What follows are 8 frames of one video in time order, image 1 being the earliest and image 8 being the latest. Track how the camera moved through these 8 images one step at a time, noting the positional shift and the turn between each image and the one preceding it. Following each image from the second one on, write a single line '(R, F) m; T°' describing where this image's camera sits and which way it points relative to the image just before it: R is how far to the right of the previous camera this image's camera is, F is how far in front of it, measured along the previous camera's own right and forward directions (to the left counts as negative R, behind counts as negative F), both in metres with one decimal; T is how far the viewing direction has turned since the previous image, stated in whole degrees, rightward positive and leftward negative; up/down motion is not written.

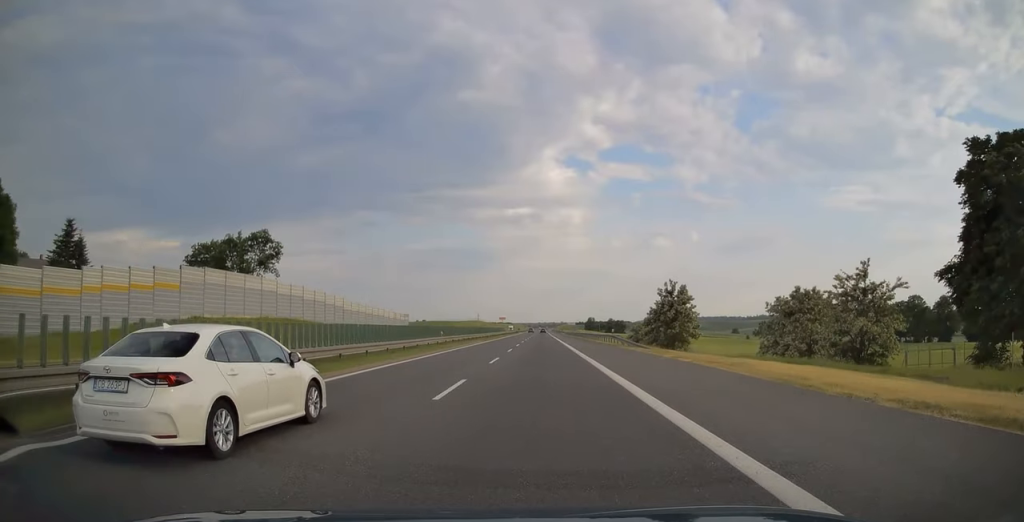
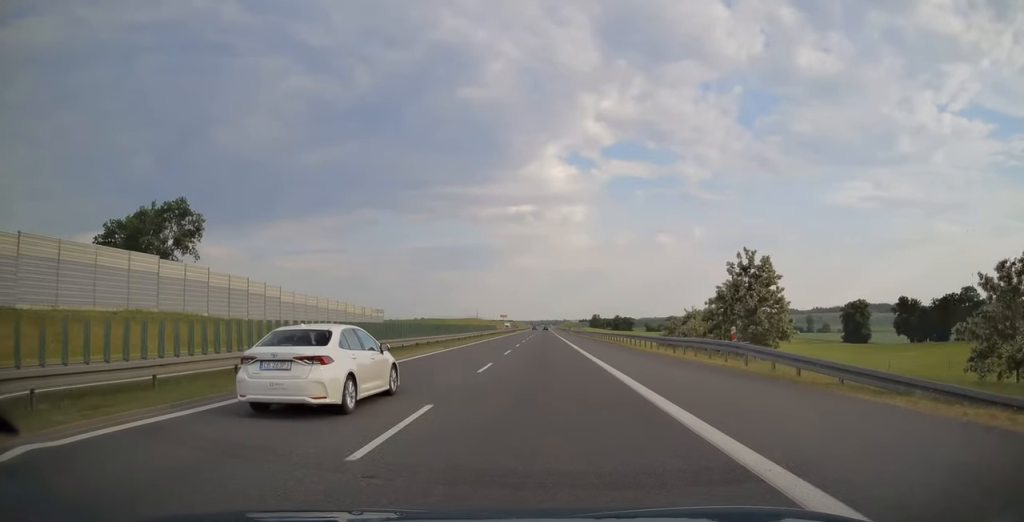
(0.0, +29.6) m; 0°
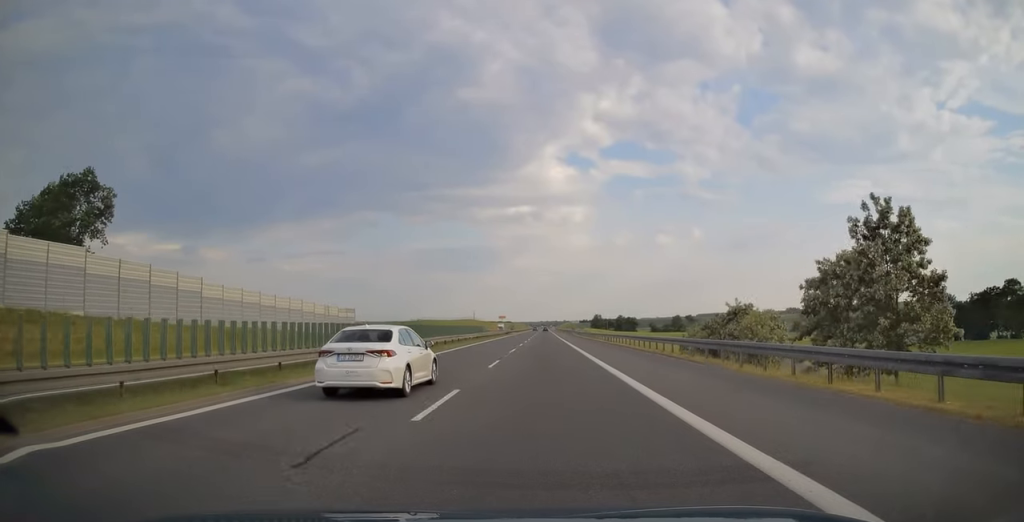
(0.0, +21.4) m; 0°
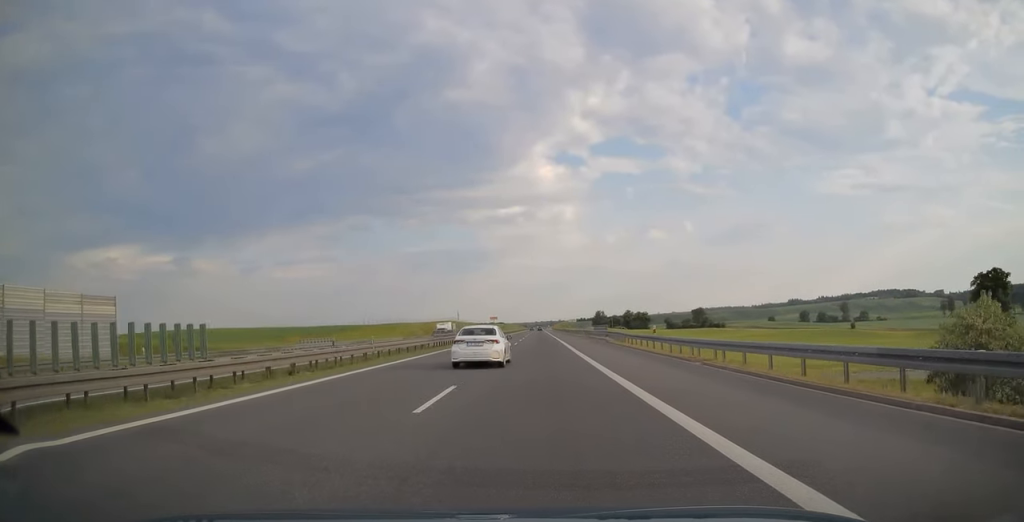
(+0.1, +71.1) m; 0°
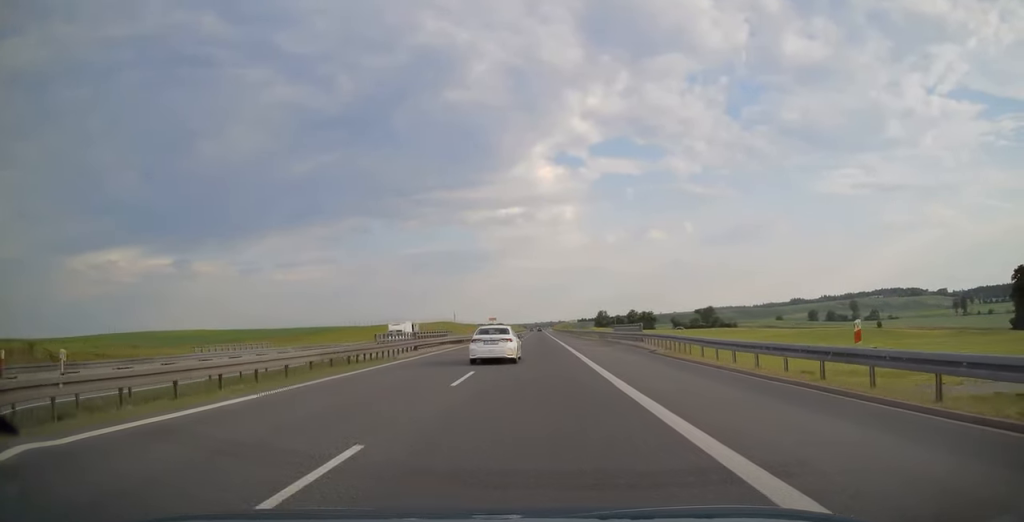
(0.0, +19.2) m; 0°
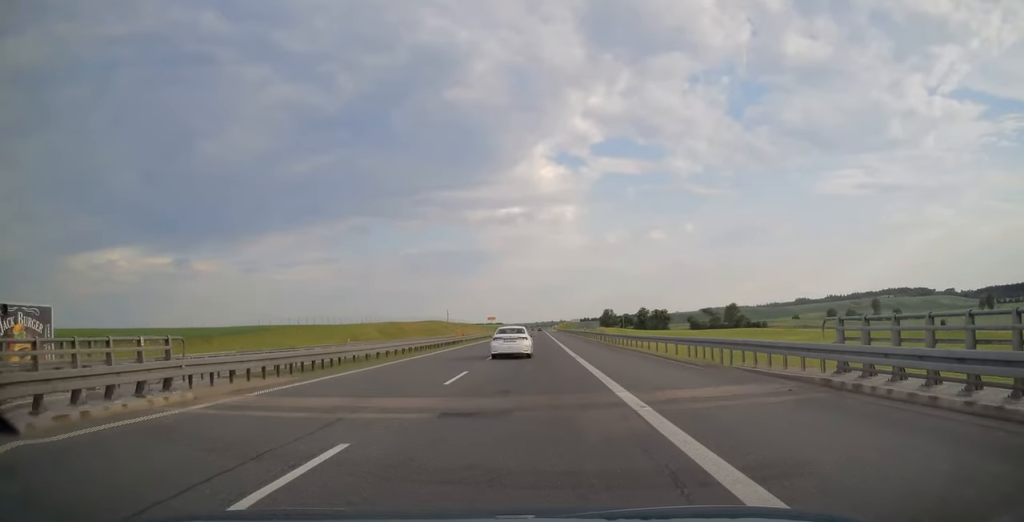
(+0.1, +36.7) m; 0°
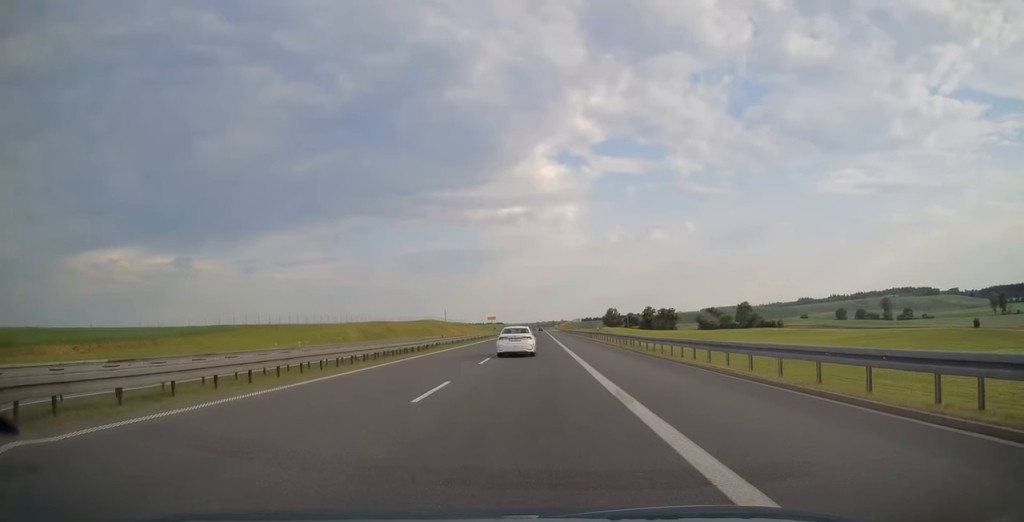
(0.0, +15.4) m; 0°
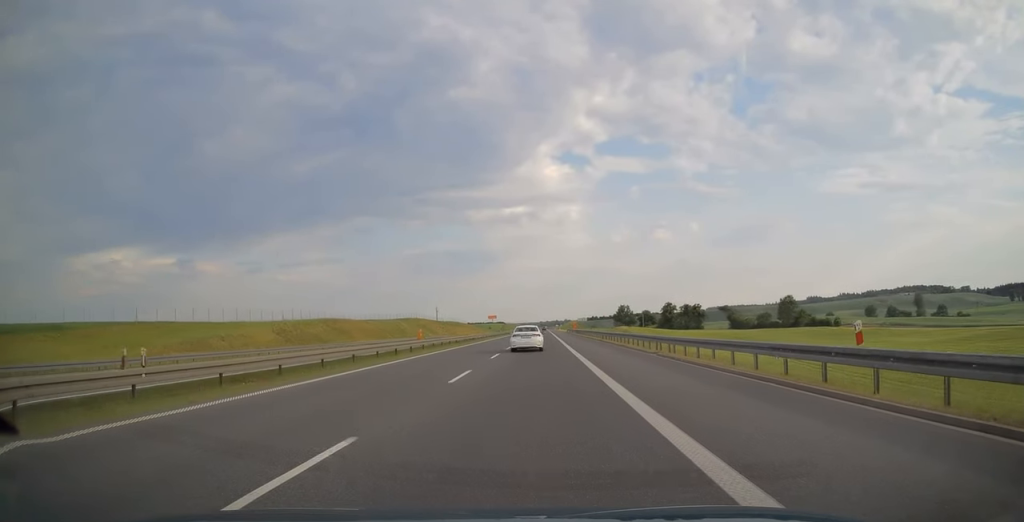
(-0.1, +44.4) m; 0°
